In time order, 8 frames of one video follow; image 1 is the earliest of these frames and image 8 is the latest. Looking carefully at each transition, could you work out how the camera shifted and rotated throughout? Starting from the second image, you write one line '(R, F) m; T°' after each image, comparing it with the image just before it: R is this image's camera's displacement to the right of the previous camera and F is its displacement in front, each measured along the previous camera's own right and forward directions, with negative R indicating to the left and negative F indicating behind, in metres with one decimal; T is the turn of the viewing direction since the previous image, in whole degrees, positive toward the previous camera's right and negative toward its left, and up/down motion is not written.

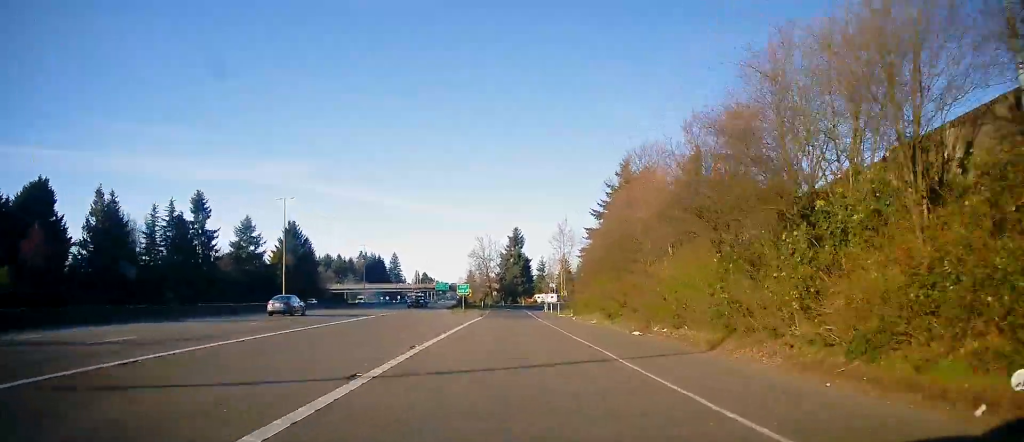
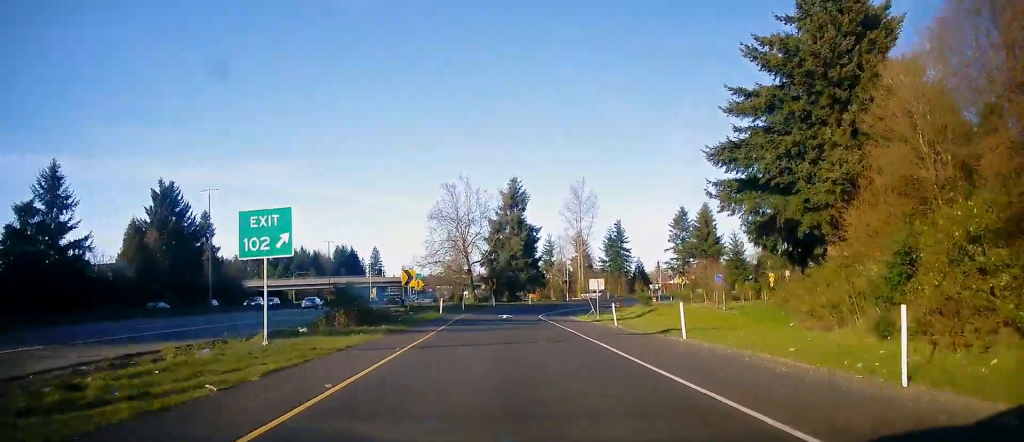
(-0.9, +63.0) m; +1°
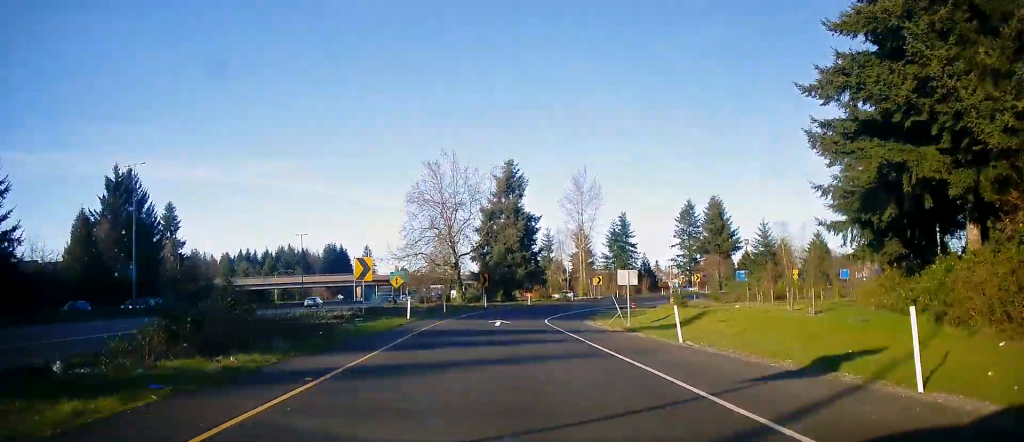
(+0.5, +13.0) m; 0°
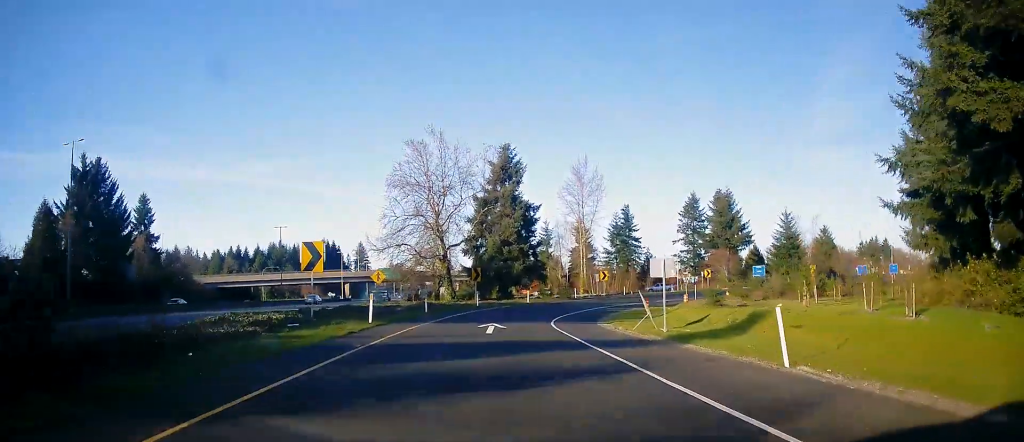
(-0.1, +8.0) m; 0°
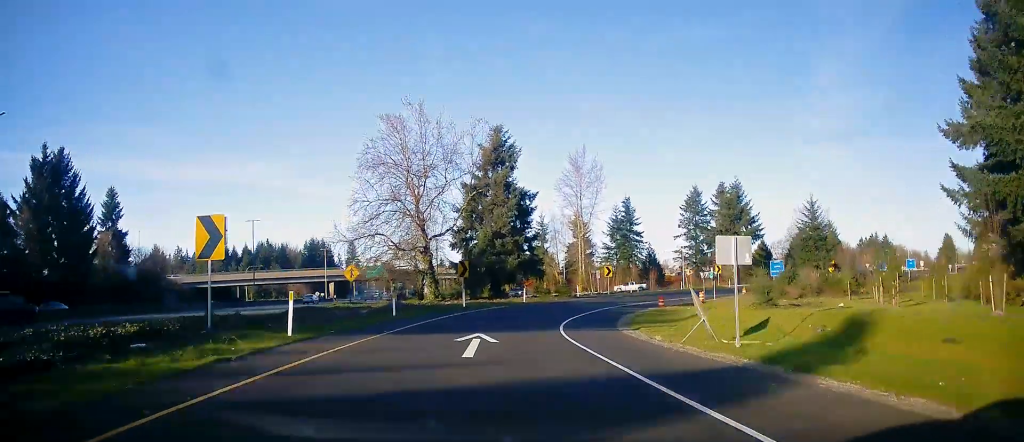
(-0.3, +8.5) m; 0°
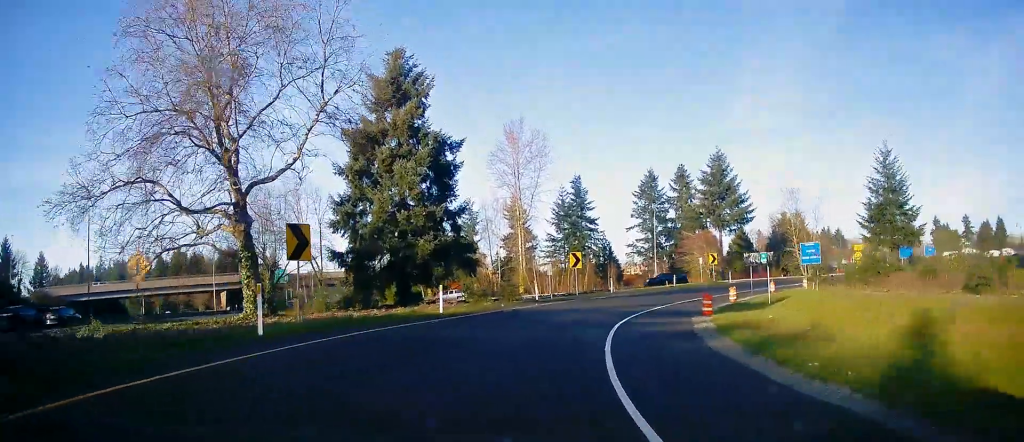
(+1.4, +25.6) m; +10°
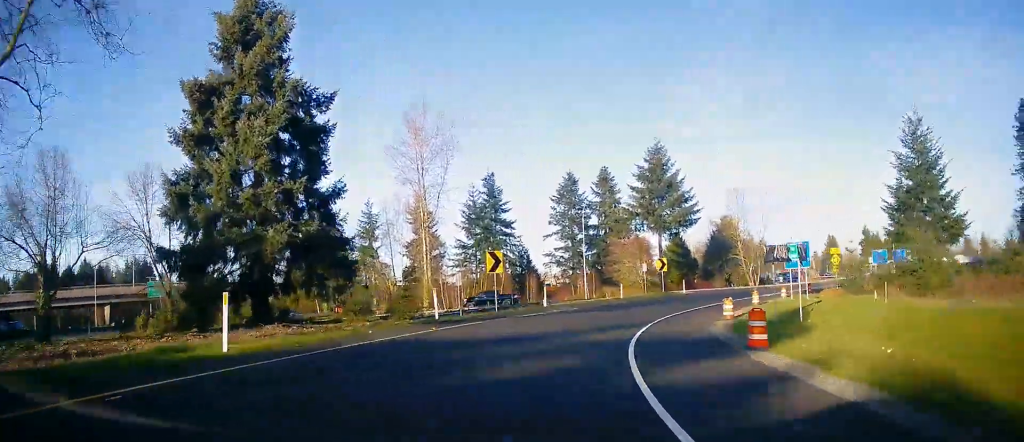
(+1.0, +13.6) m; +8°
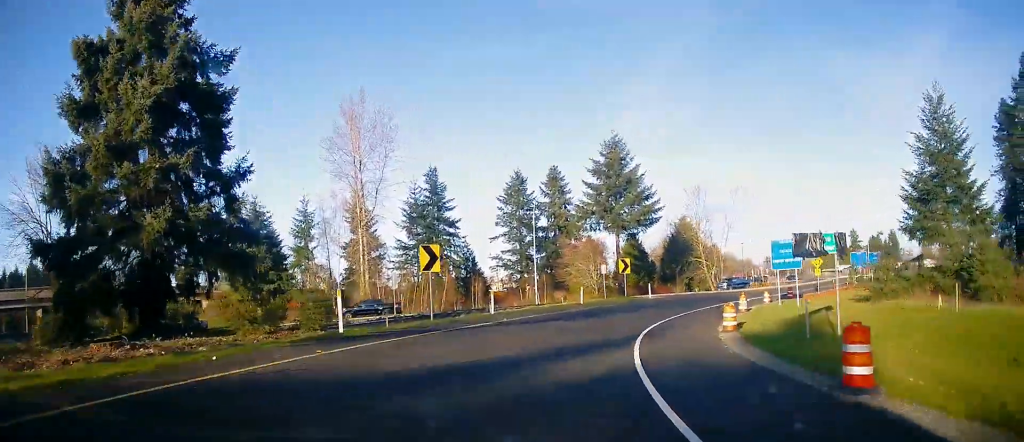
(+0.1, +6.5) m; +5°
